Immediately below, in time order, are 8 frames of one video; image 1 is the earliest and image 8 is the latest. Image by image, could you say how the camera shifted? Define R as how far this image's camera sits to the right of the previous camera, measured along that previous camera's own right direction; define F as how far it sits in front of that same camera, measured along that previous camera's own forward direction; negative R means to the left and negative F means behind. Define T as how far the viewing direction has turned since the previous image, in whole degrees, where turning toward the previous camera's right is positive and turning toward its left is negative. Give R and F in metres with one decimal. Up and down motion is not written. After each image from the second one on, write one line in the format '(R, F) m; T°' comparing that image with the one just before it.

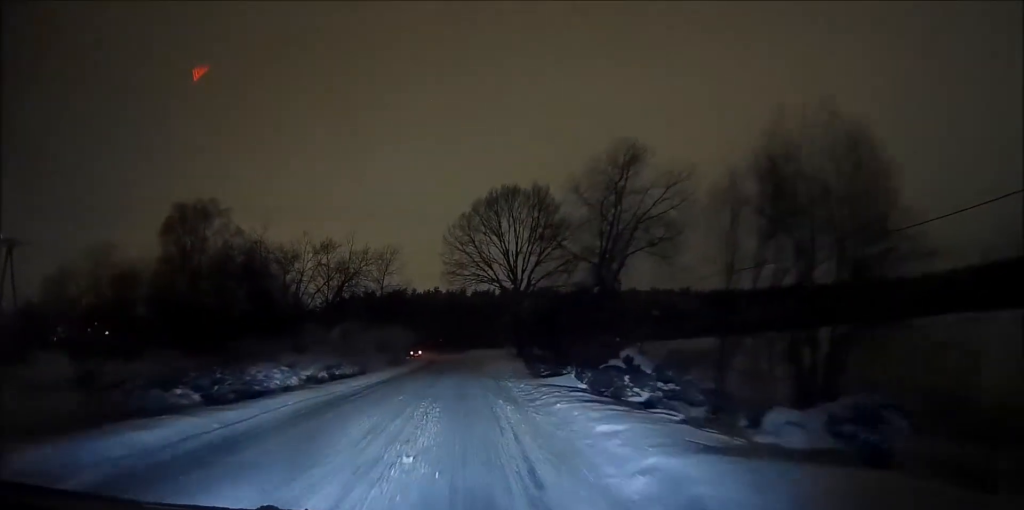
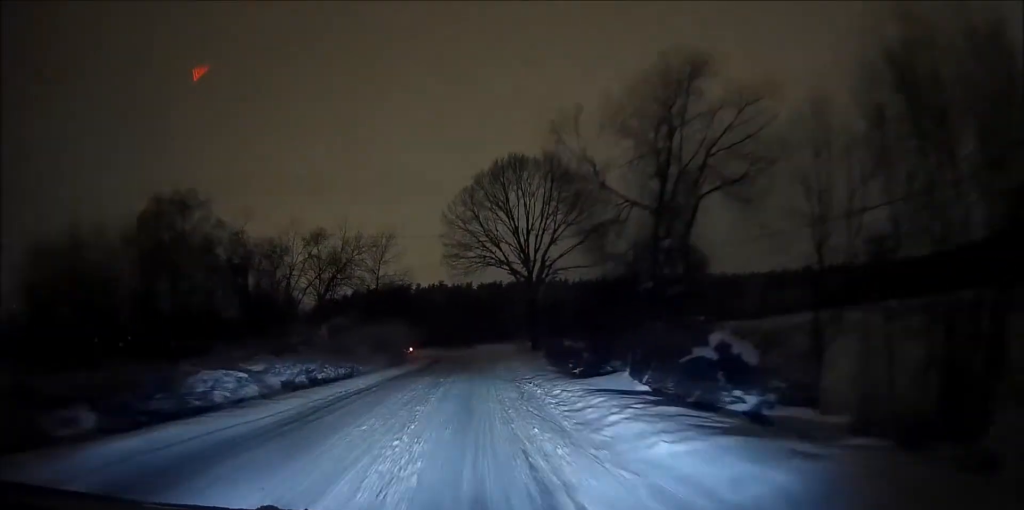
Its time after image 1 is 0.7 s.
(0.0, +6.8) m; 0°
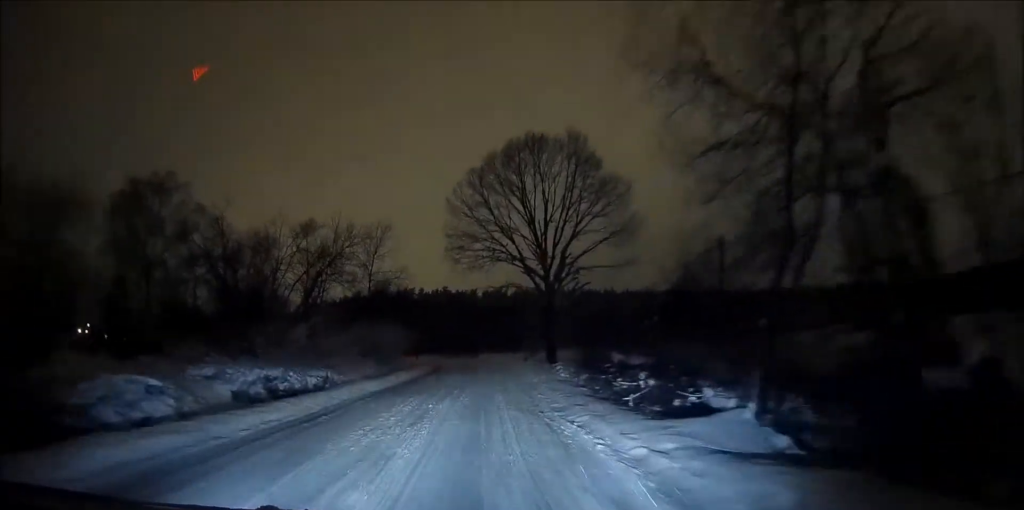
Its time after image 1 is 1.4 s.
(0.0, +7.1) m; +1°
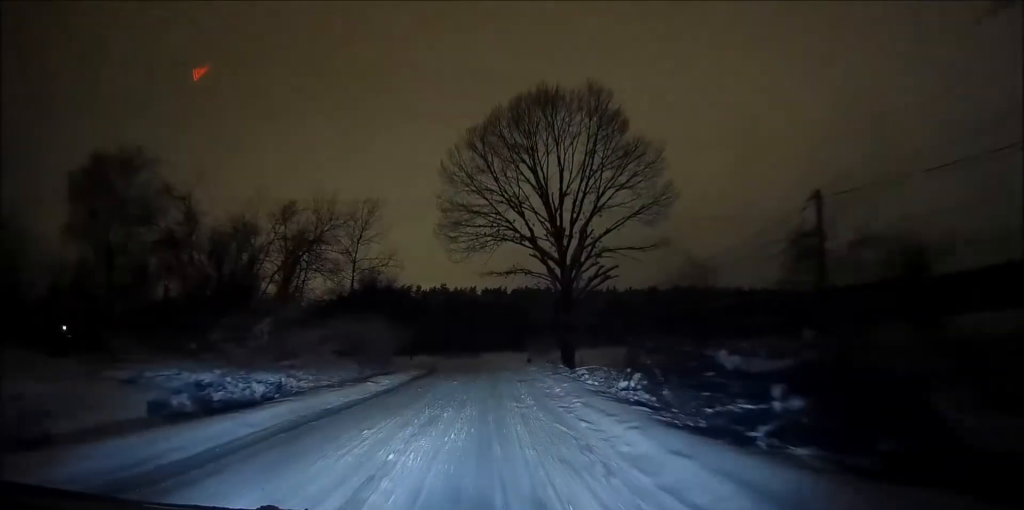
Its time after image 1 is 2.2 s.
(+0.1, +7.0) m; +1°
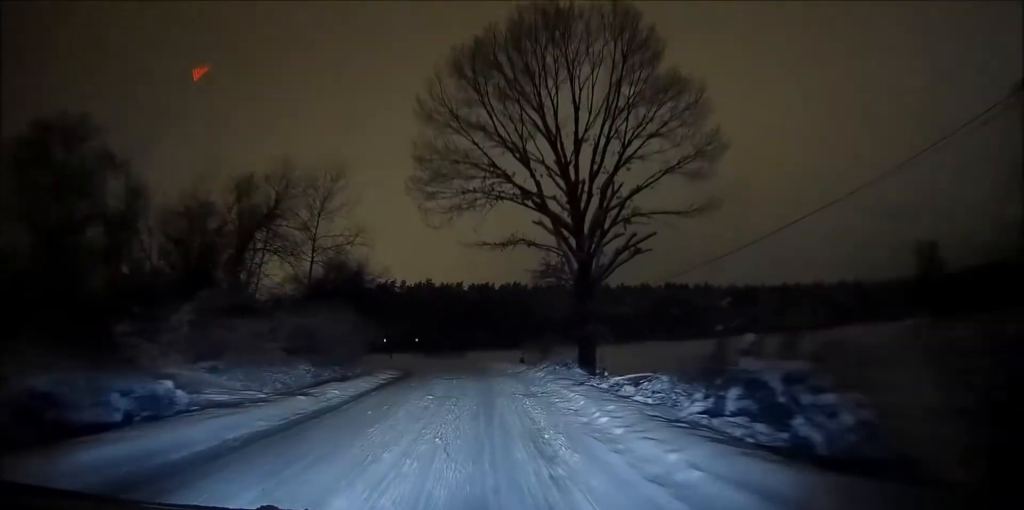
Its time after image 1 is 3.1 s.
(+0.1, +8.5) m; +1°
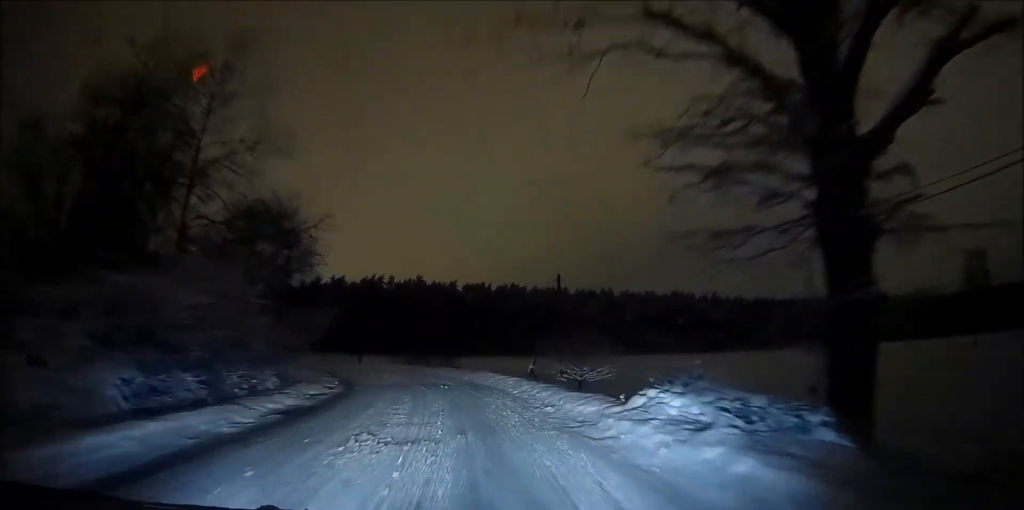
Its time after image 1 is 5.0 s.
(+0.3, +17.2) m; +2°
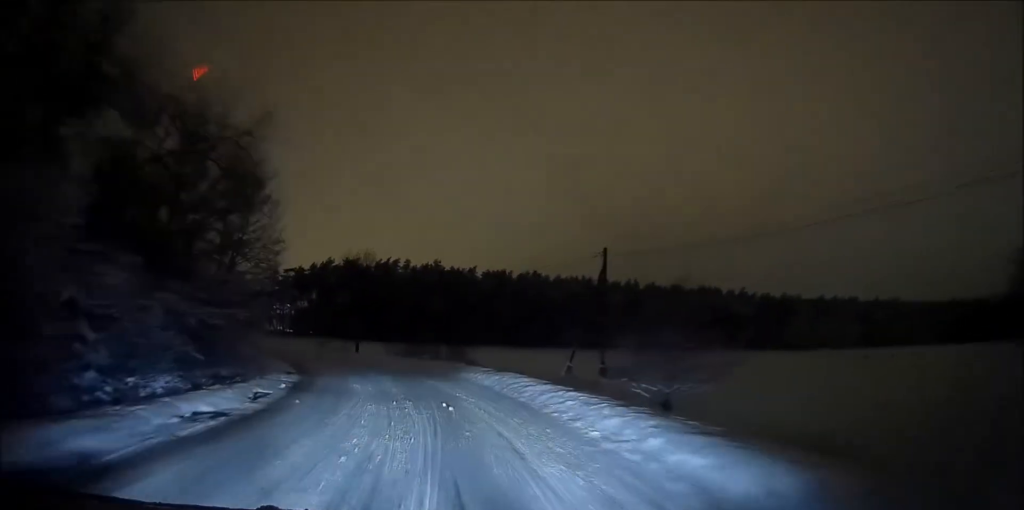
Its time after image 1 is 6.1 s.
(0.0, +10.1) m; -1°
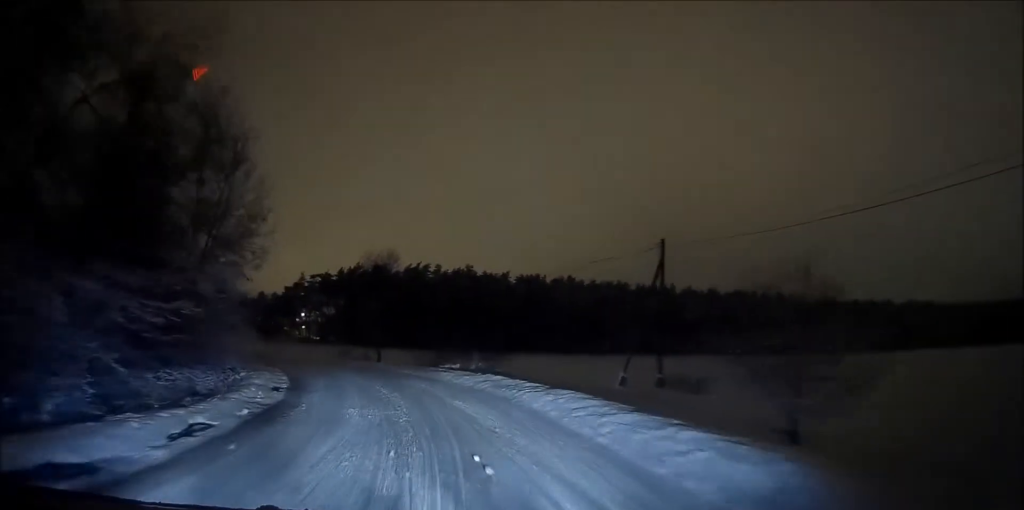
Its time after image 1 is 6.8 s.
(-0.1, +5.3) m; -1°
